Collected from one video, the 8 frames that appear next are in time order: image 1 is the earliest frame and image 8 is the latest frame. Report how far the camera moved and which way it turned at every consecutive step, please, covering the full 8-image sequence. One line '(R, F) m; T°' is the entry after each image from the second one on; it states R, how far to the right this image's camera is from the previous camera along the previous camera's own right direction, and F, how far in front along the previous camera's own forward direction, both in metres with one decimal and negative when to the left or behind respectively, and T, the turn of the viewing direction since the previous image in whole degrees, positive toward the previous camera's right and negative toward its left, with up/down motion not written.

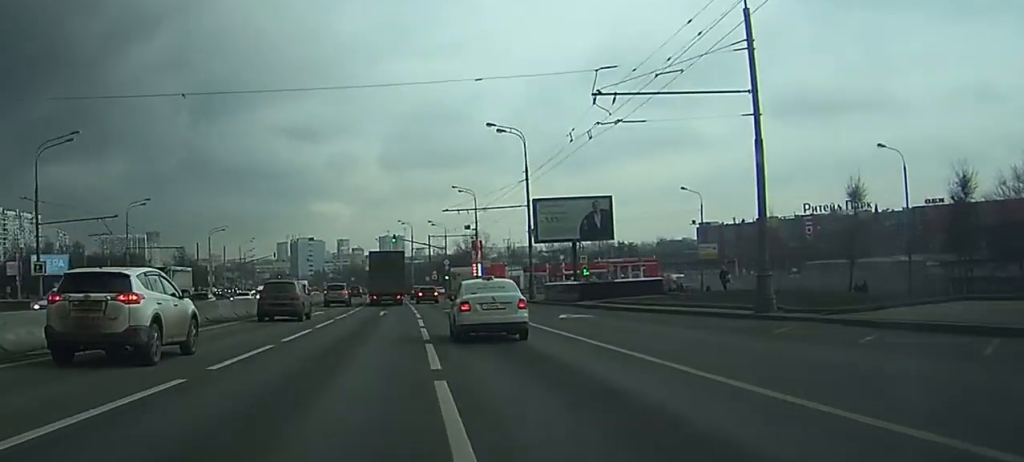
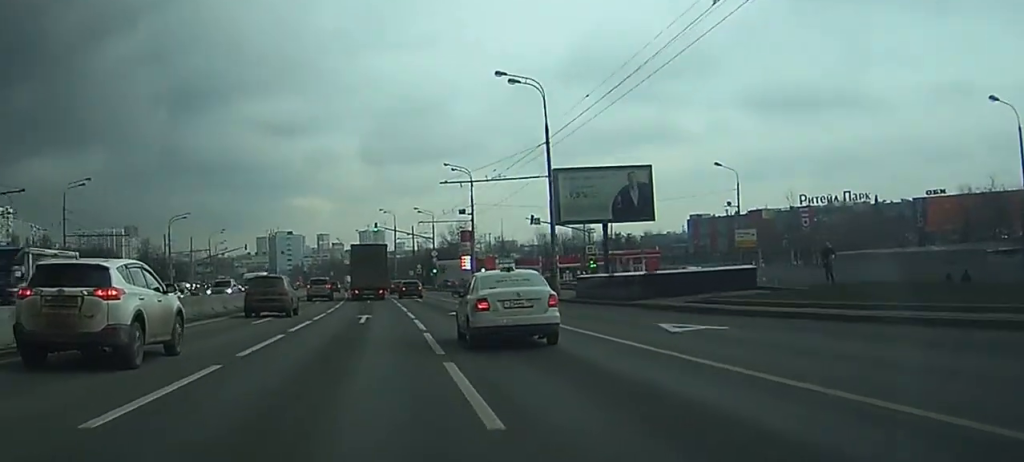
(0.0, +14.3) m; 0°
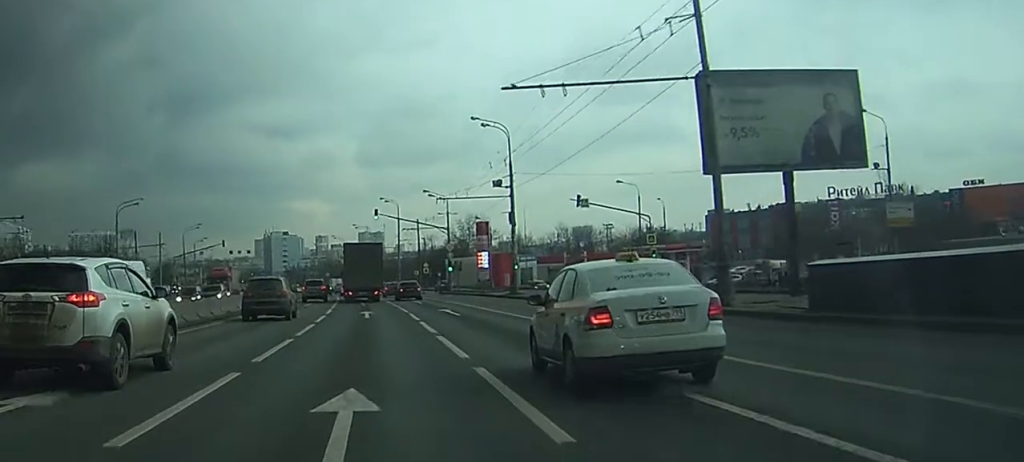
(+0.1, +24.7) m; 0°
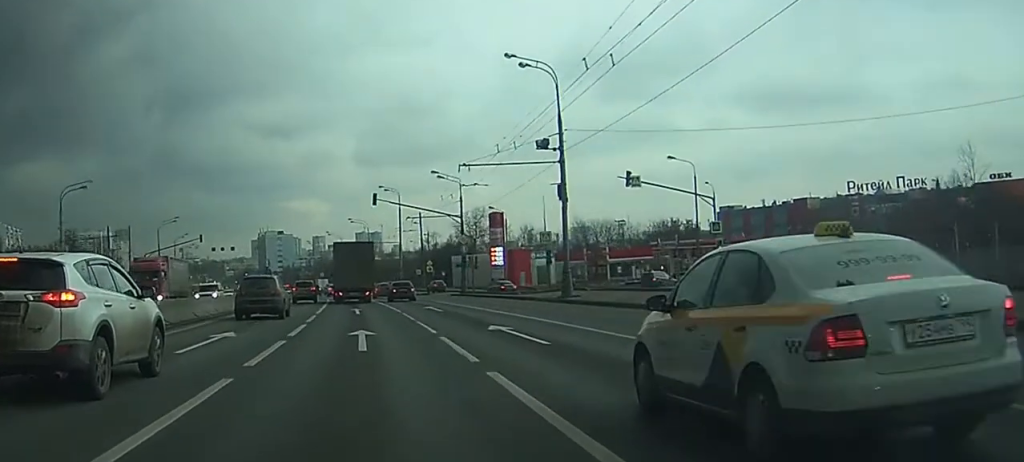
(0.0, +17.1) m; 0°
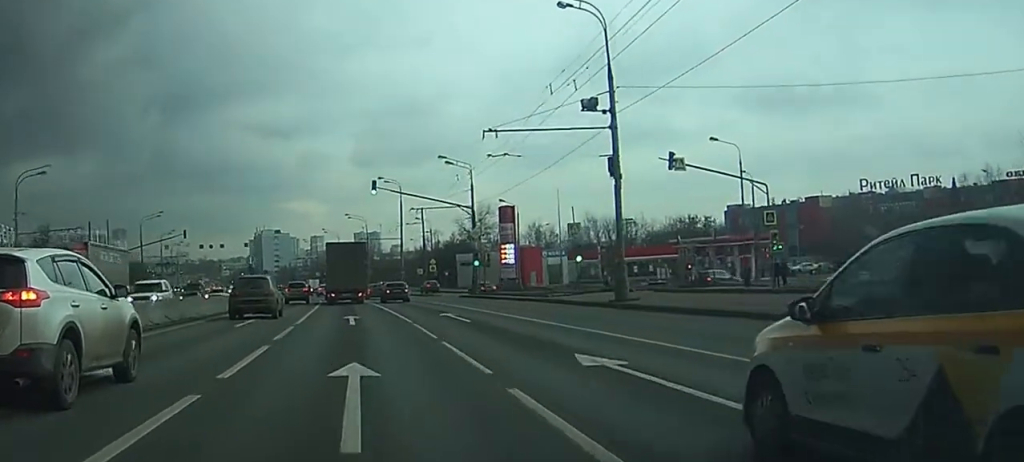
(0.0, +9.9) m; 0°
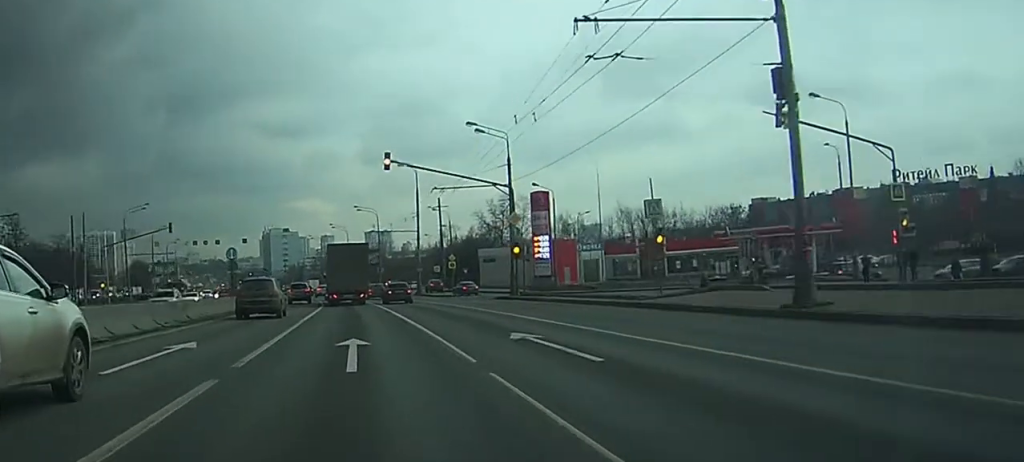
(0.0, +14.5) m; 0°
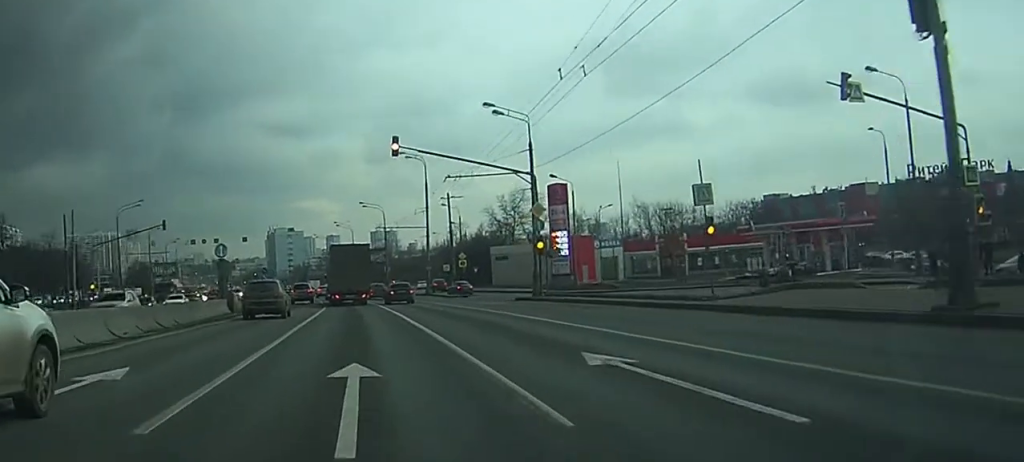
(0.0, +6.3) m; 0°
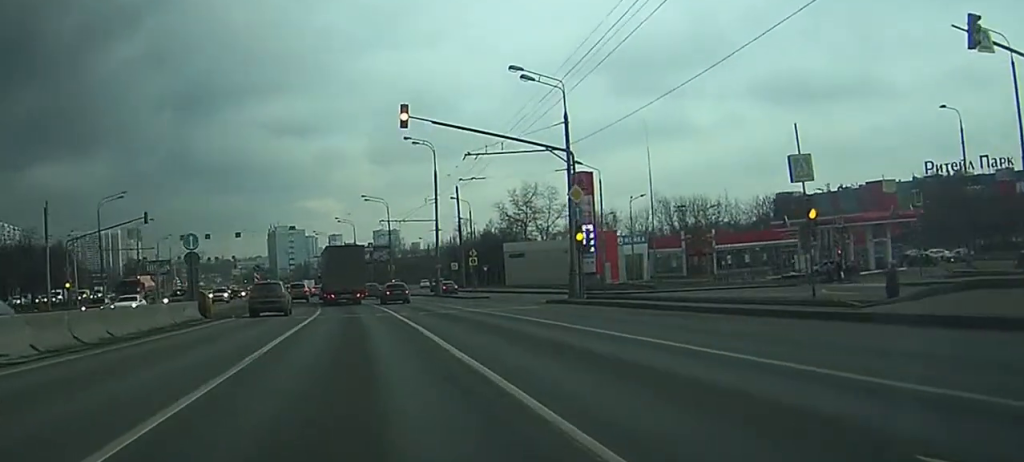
(0.0, +9.1) m; 0°
